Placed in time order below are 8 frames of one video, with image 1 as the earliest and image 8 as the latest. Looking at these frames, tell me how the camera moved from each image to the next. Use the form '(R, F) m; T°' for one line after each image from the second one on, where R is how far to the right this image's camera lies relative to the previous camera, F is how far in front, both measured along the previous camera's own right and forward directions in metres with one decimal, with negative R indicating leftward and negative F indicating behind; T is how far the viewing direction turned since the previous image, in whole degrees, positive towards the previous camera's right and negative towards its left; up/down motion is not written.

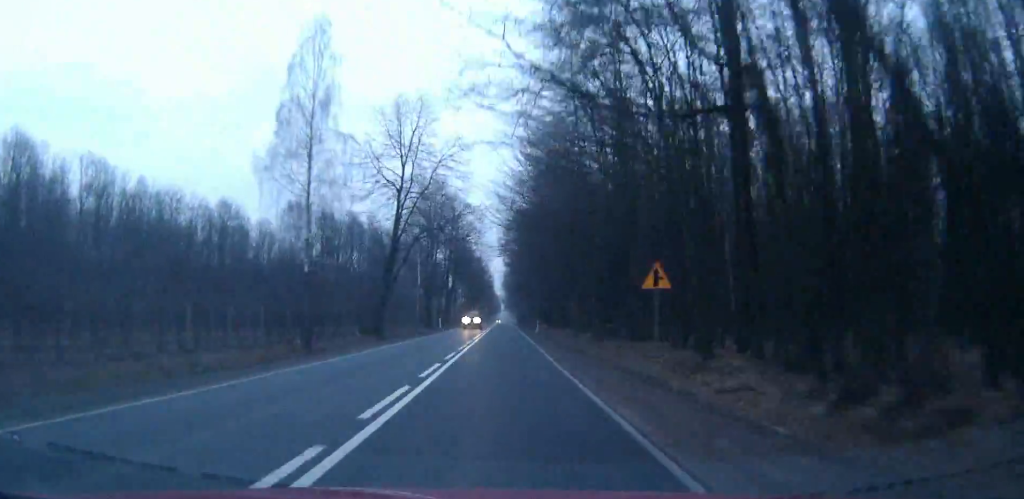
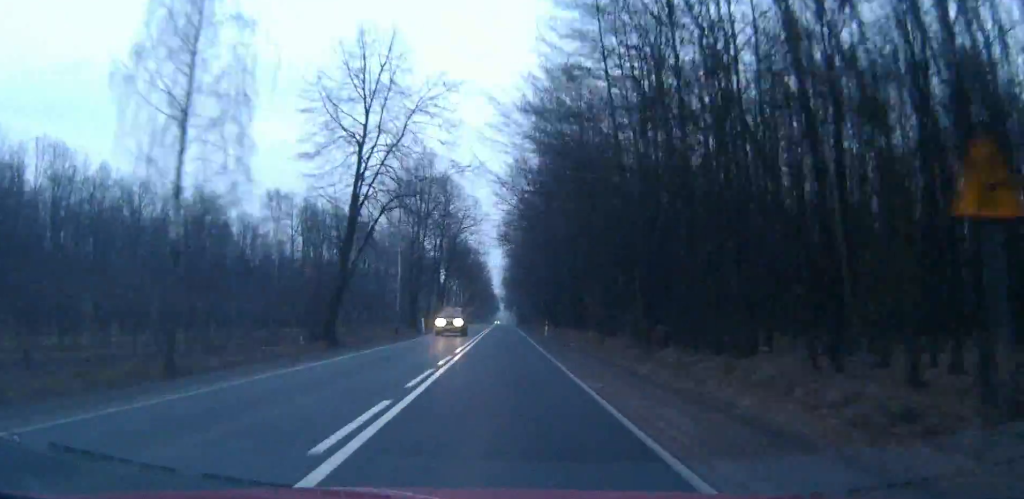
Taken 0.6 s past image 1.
(-0.1, +14.1) m; 0°
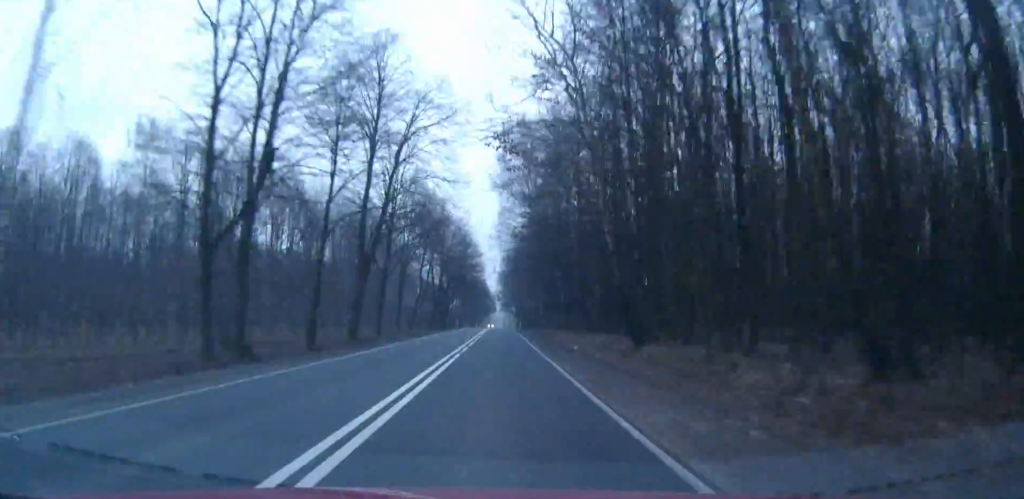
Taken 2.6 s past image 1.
(0.0, +51.4) m; +1°
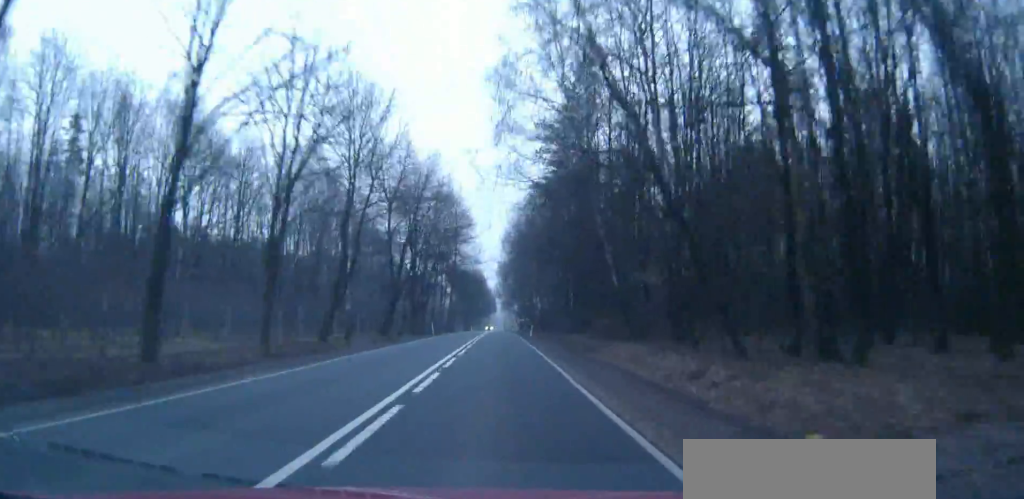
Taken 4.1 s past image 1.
(+0.4, +37.1) m; +1°
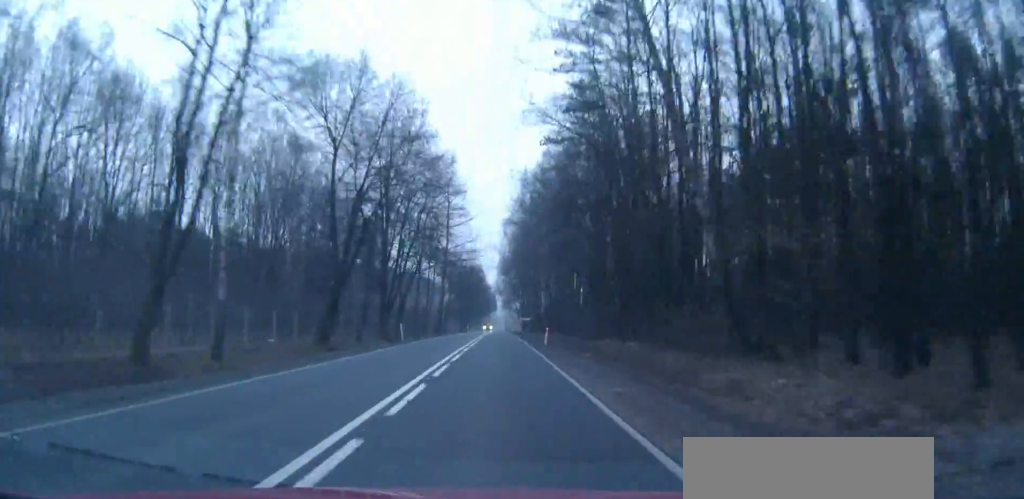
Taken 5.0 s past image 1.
(-0.1, +20.6) m; -1°
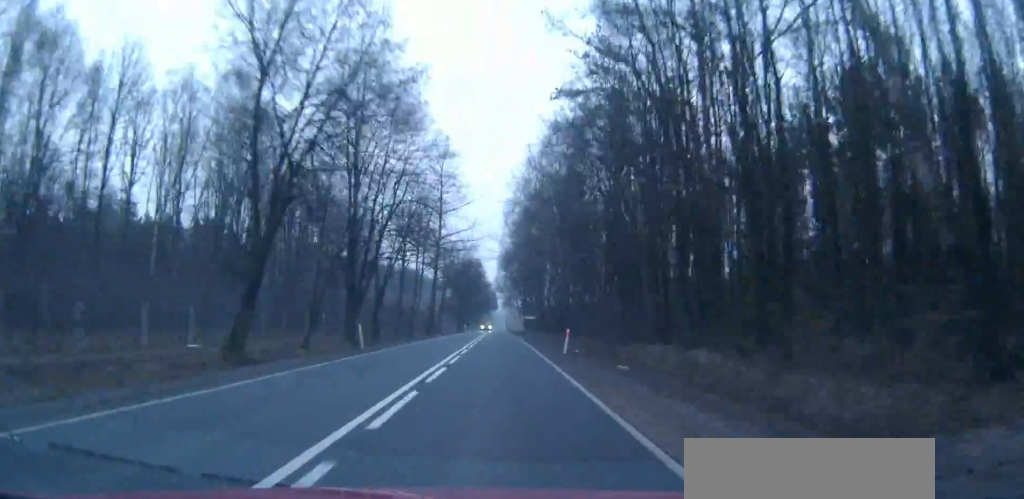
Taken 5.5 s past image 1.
(-0.1, +13.2) m; -1°
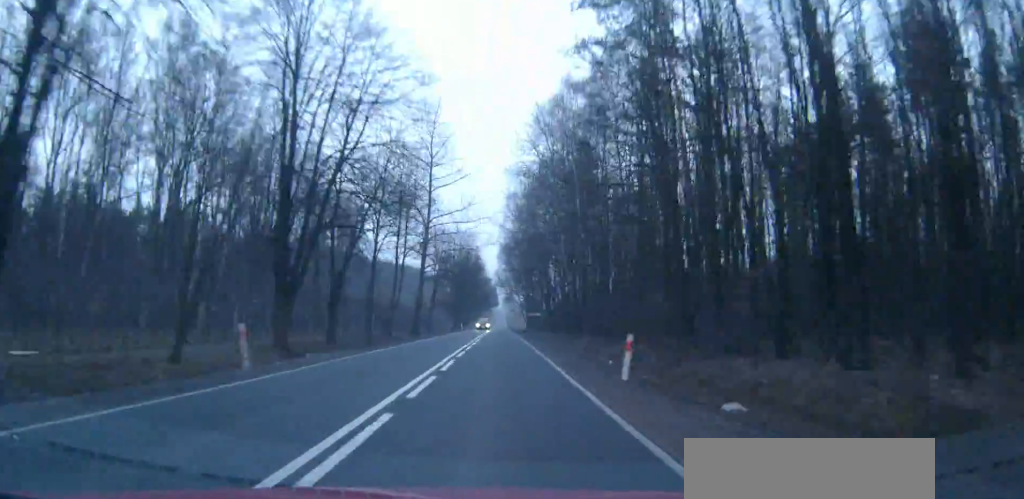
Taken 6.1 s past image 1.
(0.0, +14.8) m; -1°
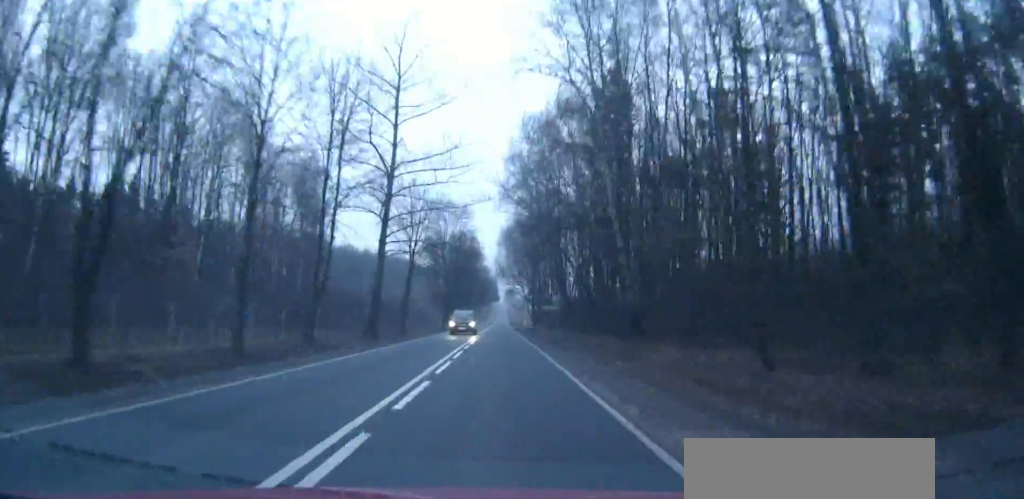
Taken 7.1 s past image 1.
(-0.3, +25.4) m; 0°
